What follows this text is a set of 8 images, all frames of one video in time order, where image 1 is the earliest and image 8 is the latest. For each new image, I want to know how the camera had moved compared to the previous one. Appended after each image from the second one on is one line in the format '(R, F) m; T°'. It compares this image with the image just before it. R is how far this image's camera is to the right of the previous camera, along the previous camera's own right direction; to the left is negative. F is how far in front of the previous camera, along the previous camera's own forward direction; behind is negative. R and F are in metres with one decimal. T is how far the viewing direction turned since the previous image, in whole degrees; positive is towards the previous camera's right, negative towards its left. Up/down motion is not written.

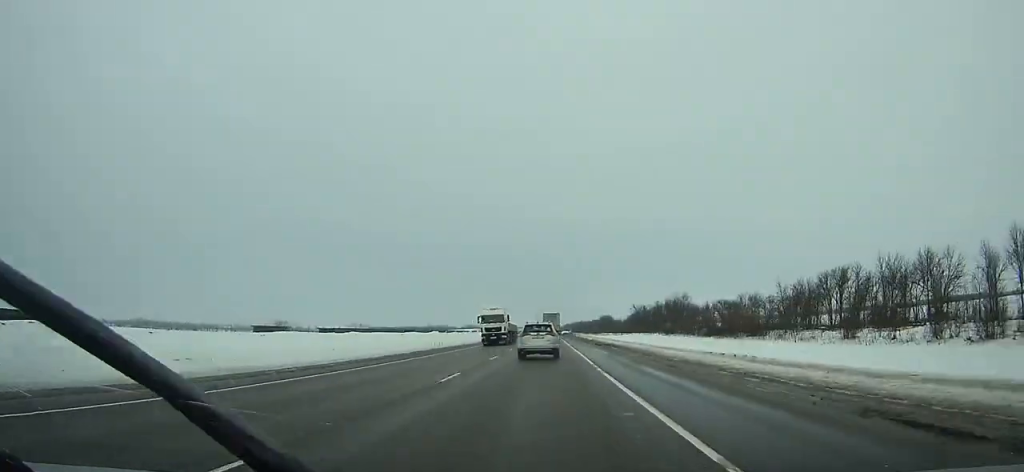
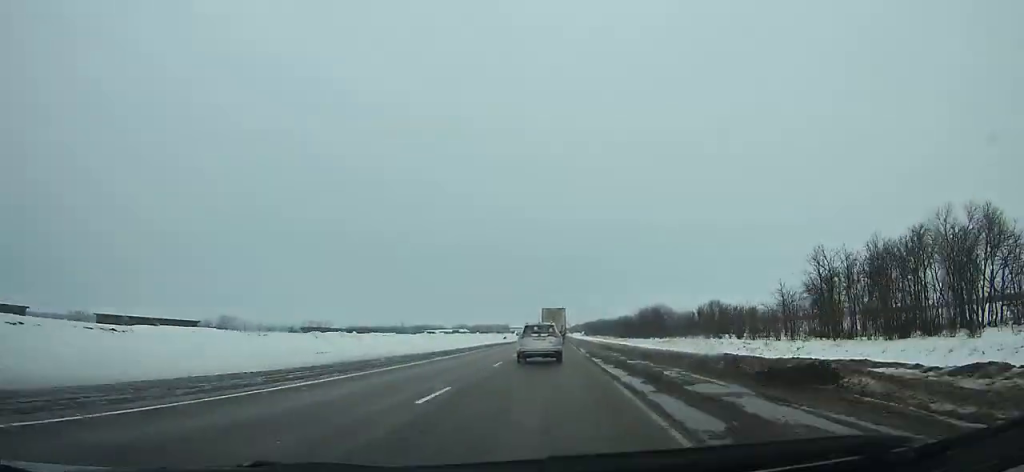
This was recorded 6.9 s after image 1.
(-1.2, +173.0) m; -1°
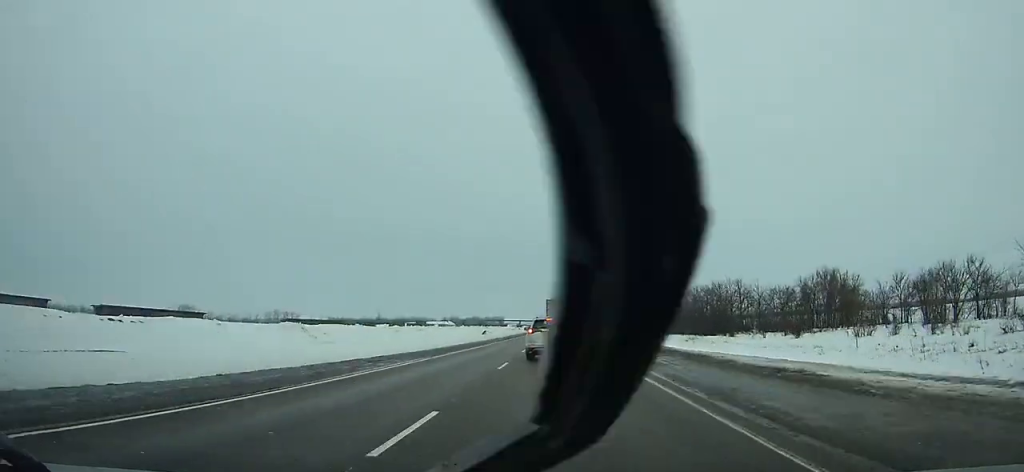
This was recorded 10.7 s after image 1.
(0.0, +88.2) m; 0°
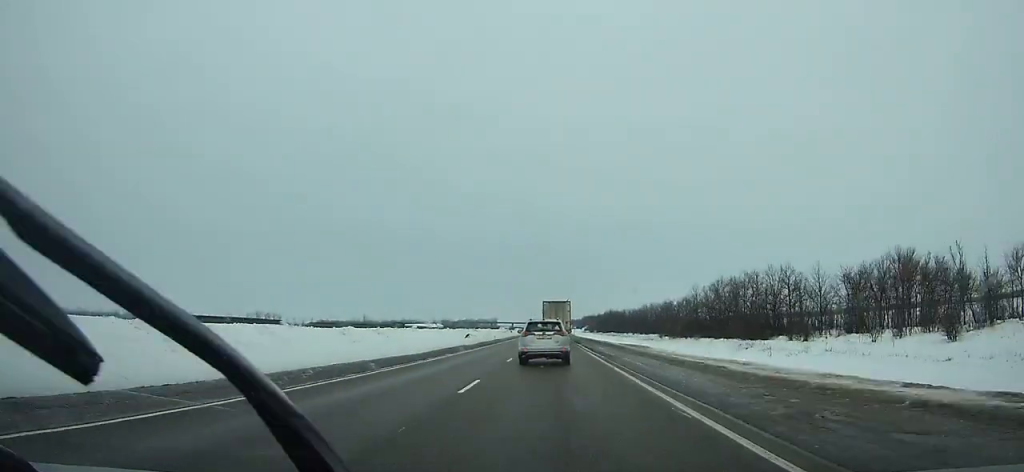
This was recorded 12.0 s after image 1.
(+0.1, +28.7) m; 0°
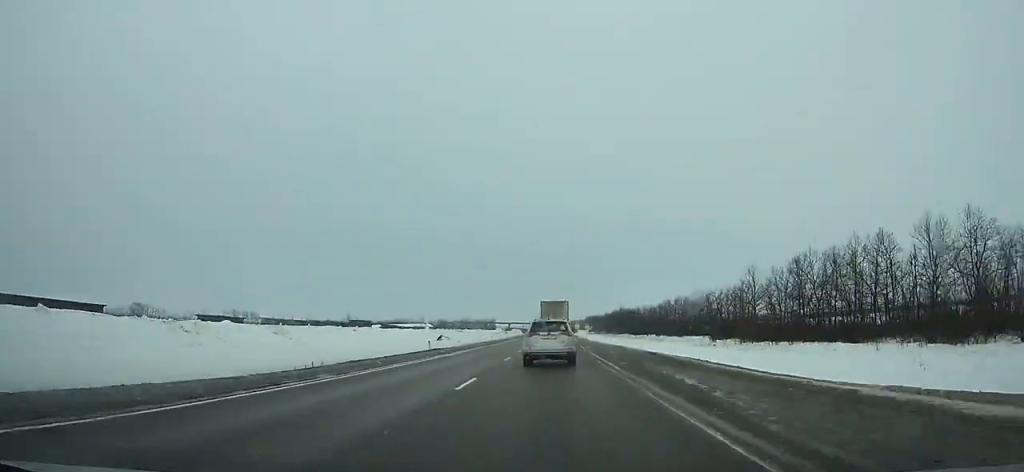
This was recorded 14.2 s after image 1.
(+0.1, +47.9) m; 0°
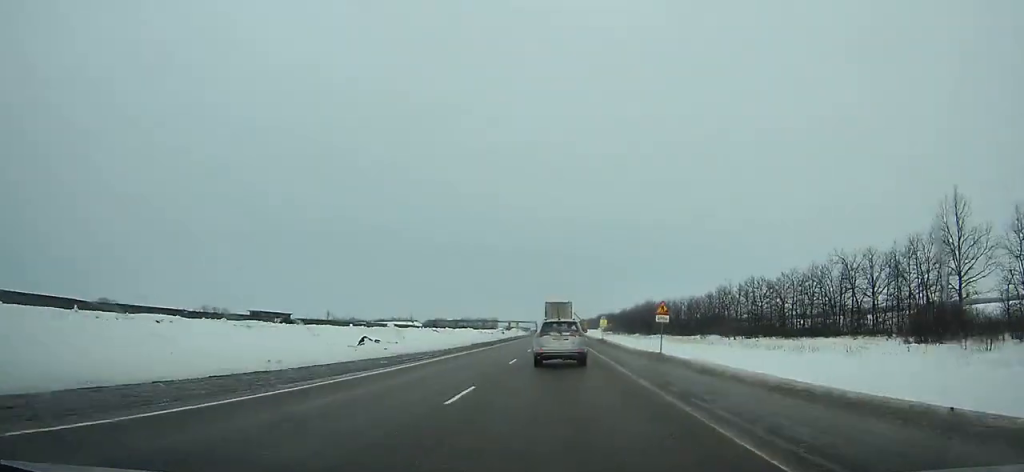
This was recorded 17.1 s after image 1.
(-0.2, +61.1) m; 0°
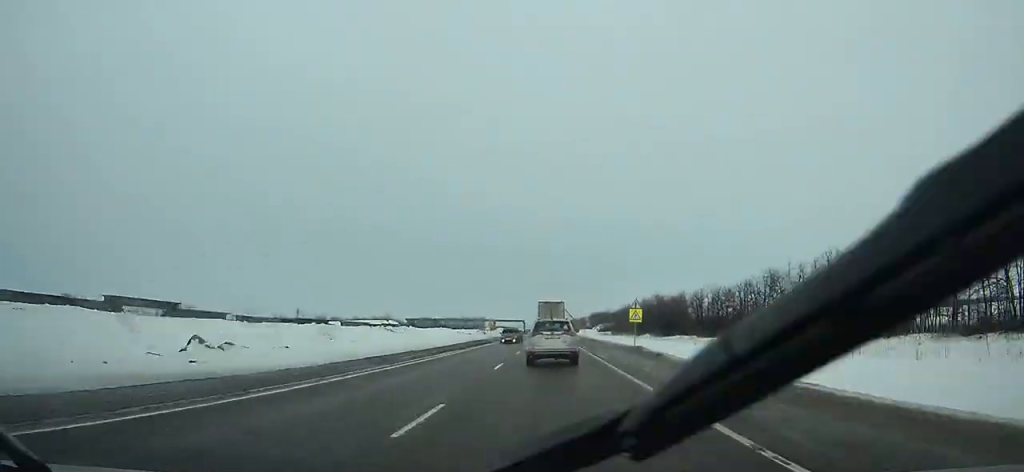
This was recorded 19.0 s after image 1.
(+0.1, +39.1) m; 0°
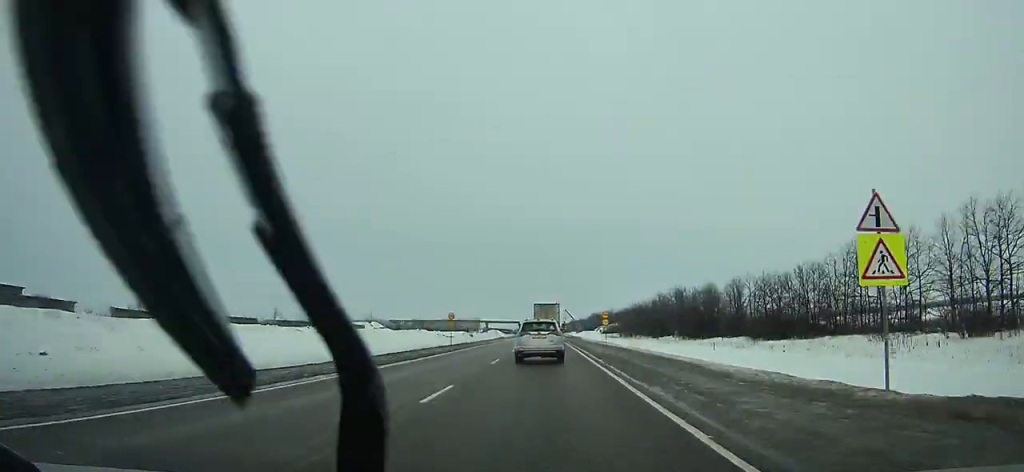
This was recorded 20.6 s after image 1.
(0.0, +32.3) m; 0°
